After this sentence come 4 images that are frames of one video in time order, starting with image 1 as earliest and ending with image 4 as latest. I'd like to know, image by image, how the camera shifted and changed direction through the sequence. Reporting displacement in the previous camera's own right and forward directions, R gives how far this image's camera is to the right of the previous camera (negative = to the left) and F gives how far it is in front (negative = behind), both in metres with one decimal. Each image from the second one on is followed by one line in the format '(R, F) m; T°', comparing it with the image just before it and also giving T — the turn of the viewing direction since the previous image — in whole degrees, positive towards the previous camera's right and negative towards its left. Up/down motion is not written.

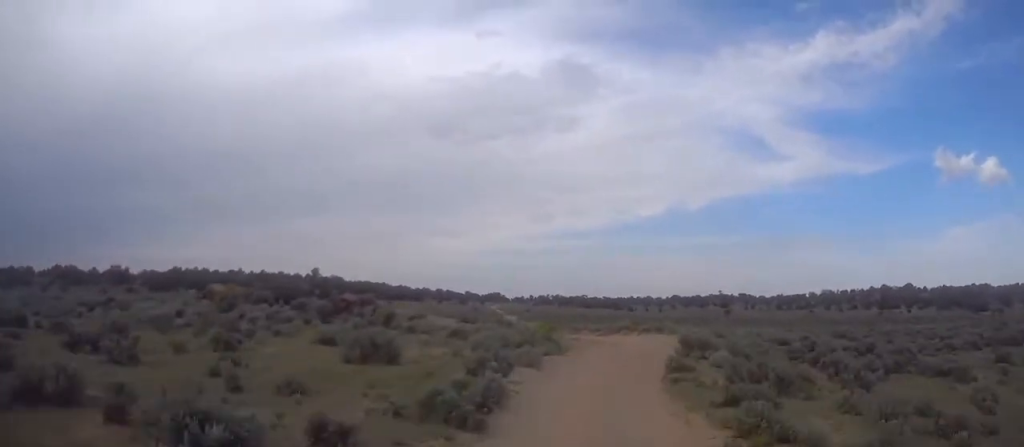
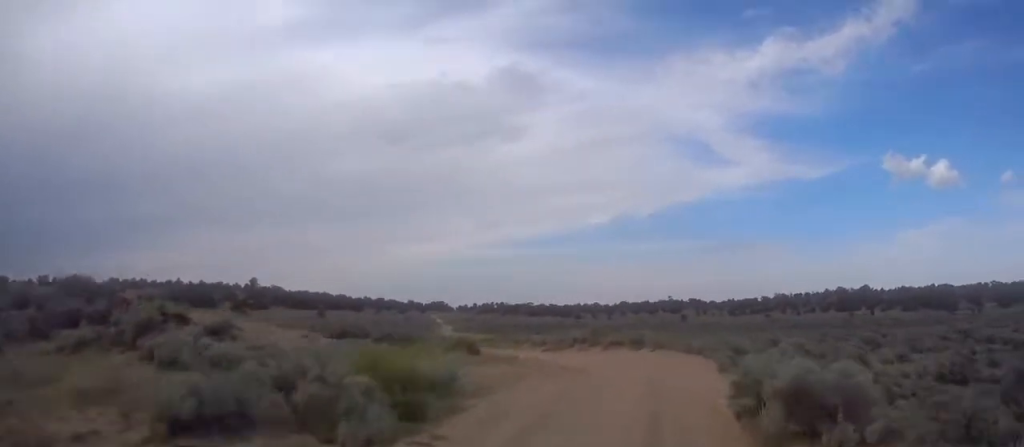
(+0.6, +16.9) m; +2°
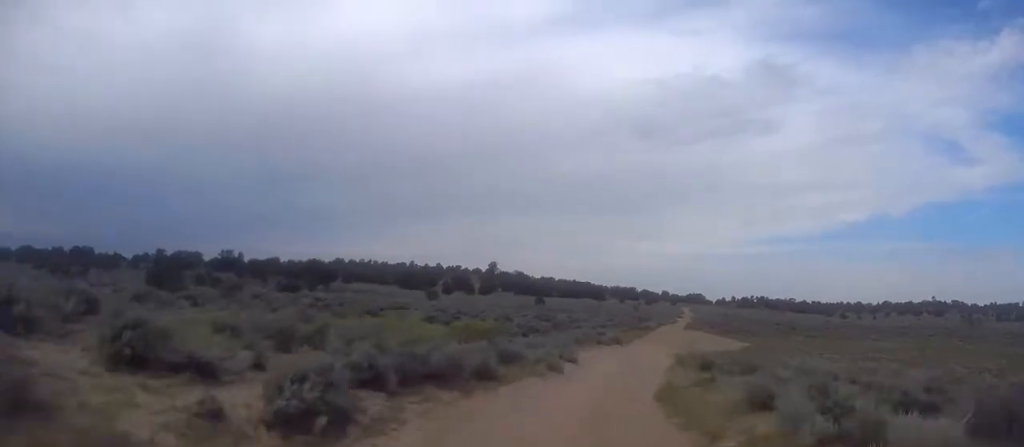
(-4.9, +45.0) m; -16°
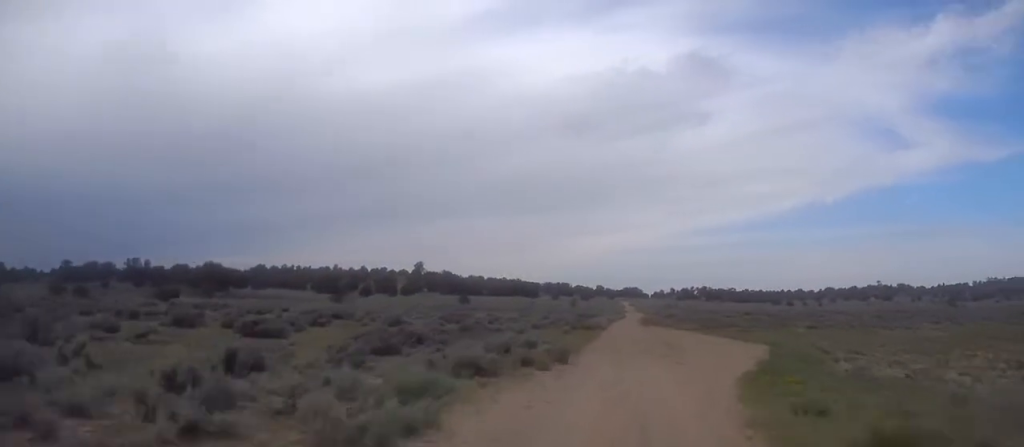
(-0.8, +20.5) m; 0°
